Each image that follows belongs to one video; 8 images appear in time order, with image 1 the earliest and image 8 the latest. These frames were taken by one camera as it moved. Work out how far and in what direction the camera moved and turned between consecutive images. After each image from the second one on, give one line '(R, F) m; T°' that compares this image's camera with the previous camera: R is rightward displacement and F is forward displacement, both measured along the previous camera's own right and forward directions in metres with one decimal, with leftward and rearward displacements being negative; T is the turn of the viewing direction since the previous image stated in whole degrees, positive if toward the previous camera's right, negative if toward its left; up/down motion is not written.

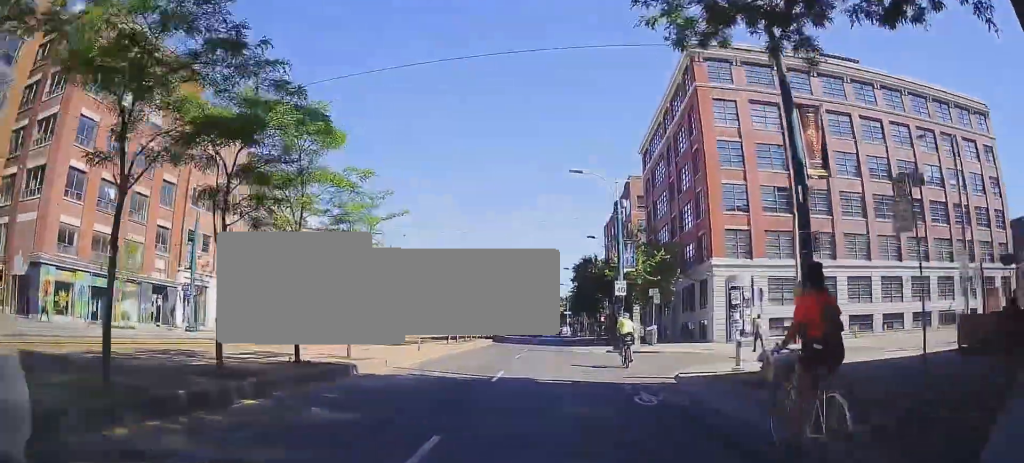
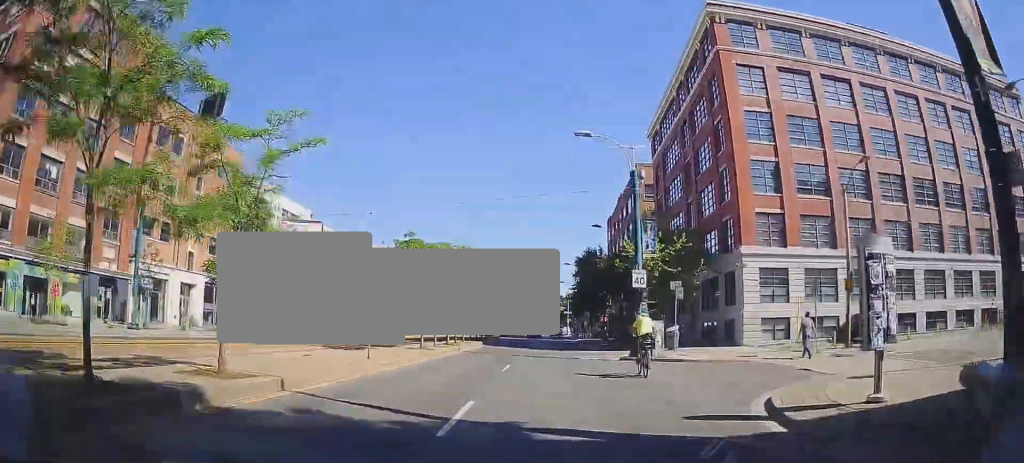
(0.0, +6.1) m; -1°
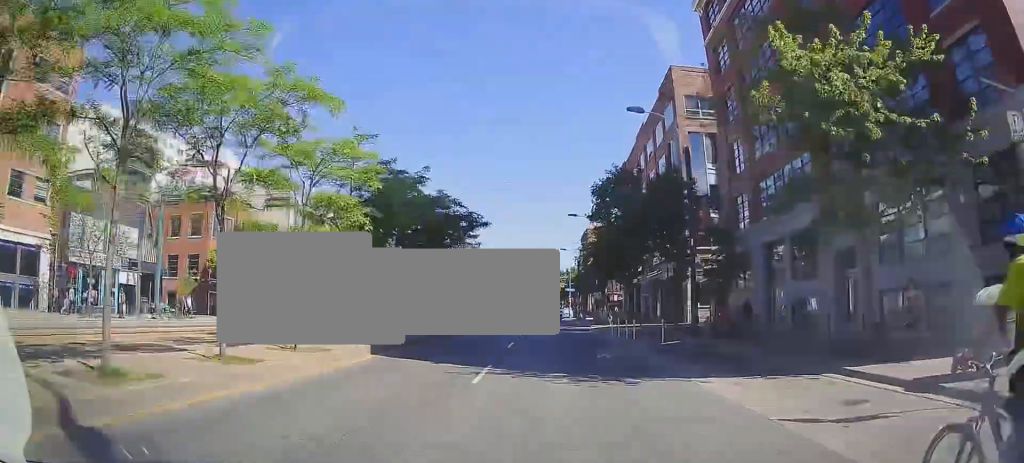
(+0.4, +23.9) m; +5°
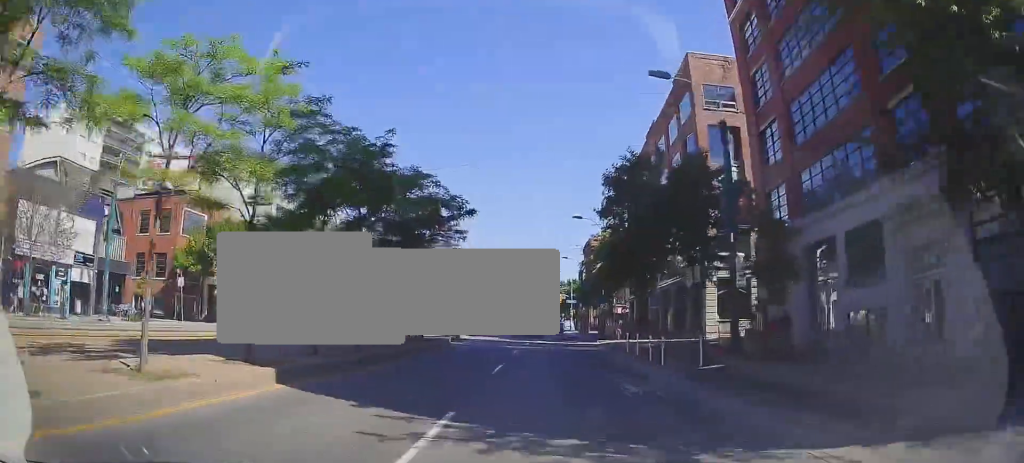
(+0.2, +5.1) m; 0°
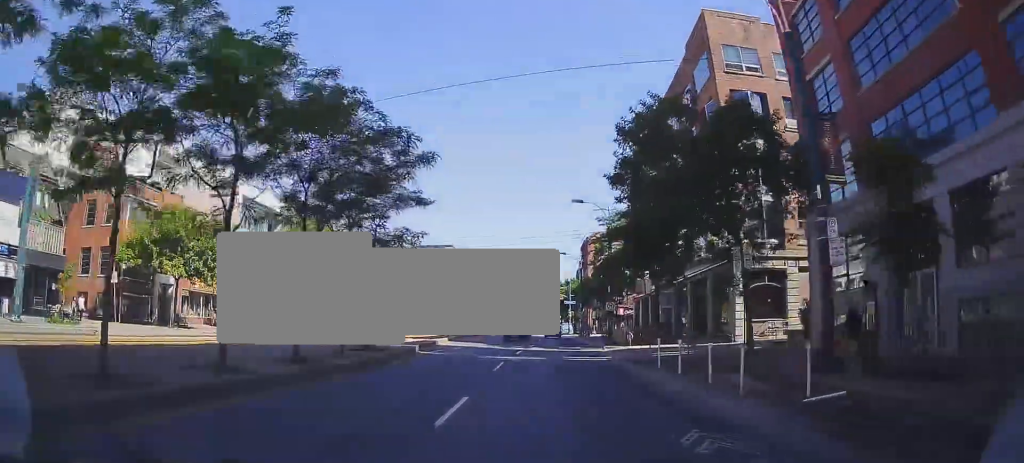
(-0.1, +7.1) m; -1°
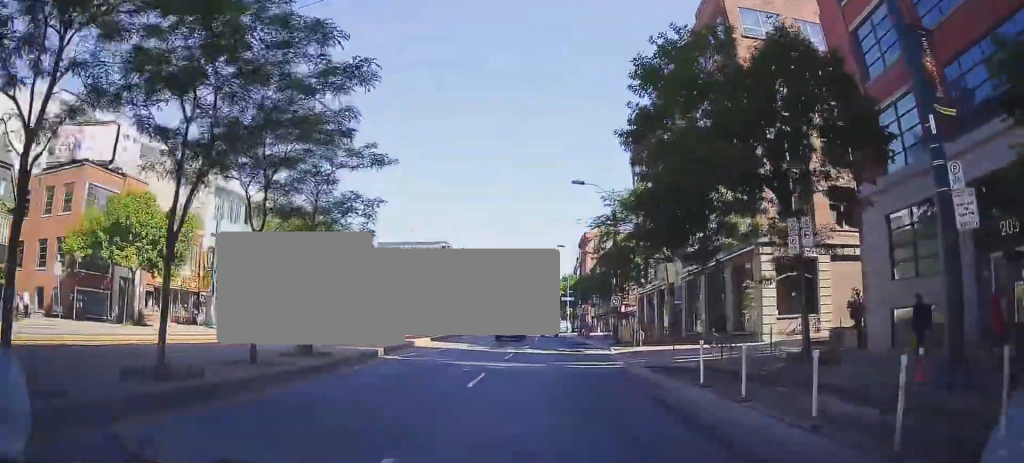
(-0.1, +4.8) m; -1°
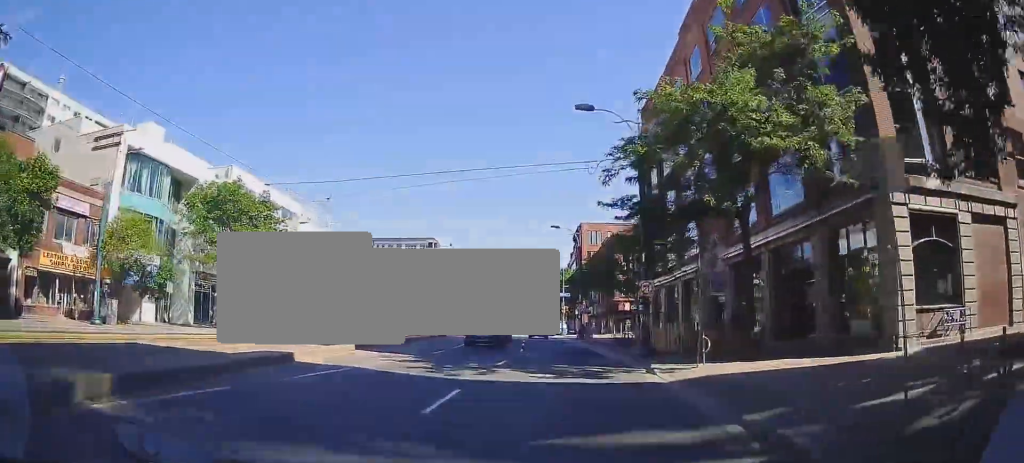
(0.0, +12.9) m; +2°
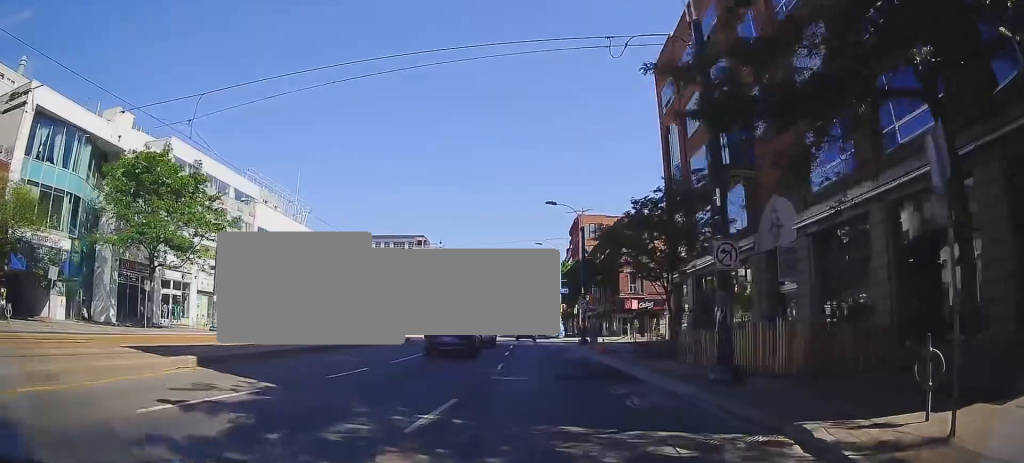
(+0.3, +10.5) m; +1°
